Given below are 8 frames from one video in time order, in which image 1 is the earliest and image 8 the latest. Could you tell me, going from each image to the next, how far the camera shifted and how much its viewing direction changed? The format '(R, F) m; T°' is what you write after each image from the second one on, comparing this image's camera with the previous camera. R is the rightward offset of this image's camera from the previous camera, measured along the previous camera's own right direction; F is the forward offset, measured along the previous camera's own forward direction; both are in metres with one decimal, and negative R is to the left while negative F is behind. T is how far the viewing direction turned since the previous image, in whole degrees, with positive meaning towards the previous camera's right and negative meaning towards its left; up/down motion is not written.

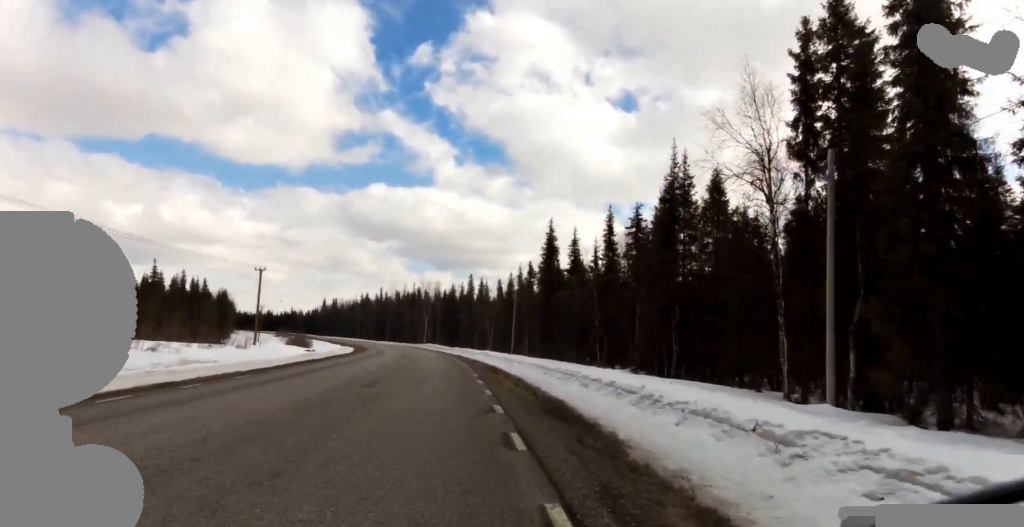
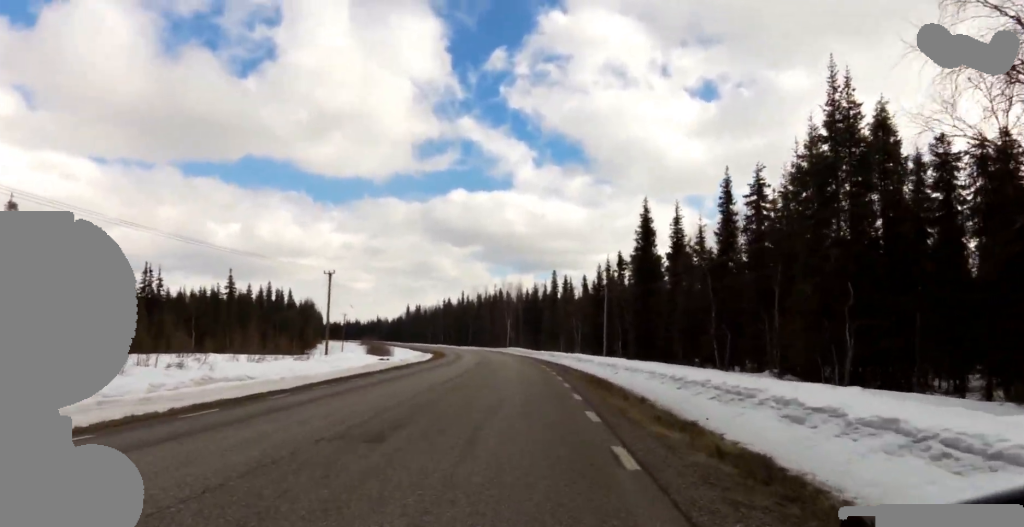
(-0.9, +6.8) m; 0°
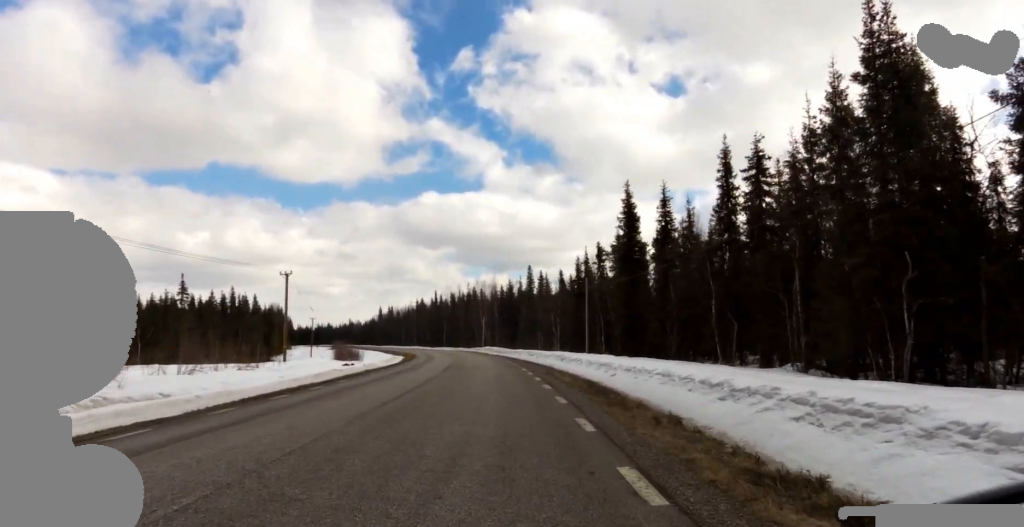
(+0.8, +4.3) m; -1°
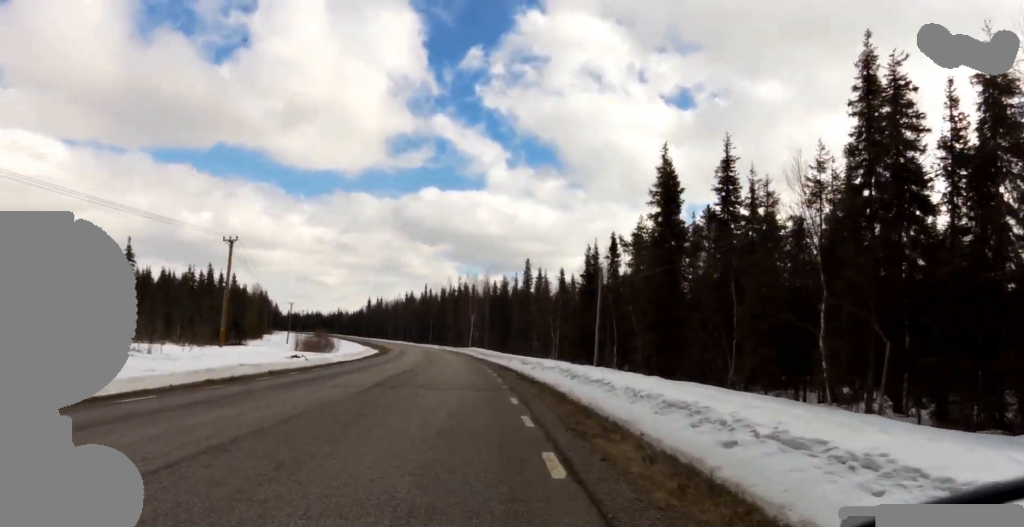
(-0.9, +11.2) m; 0°
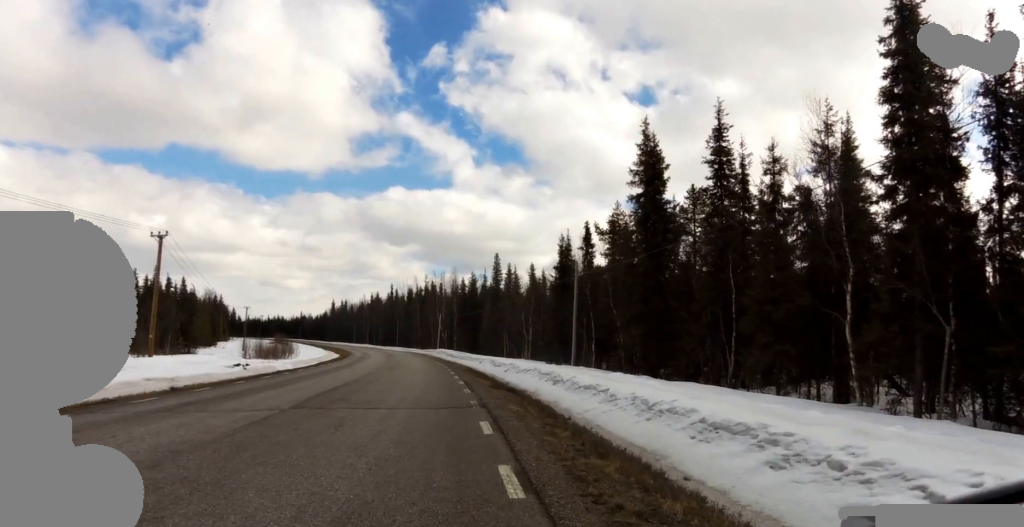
(+0.7, +3.7) m; +1°
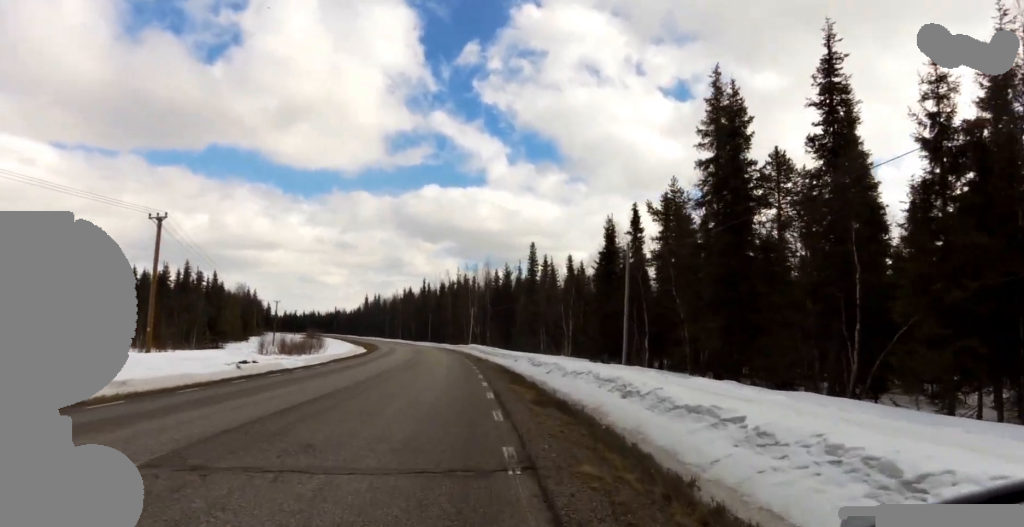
(0.0, +5.3) m; -4°
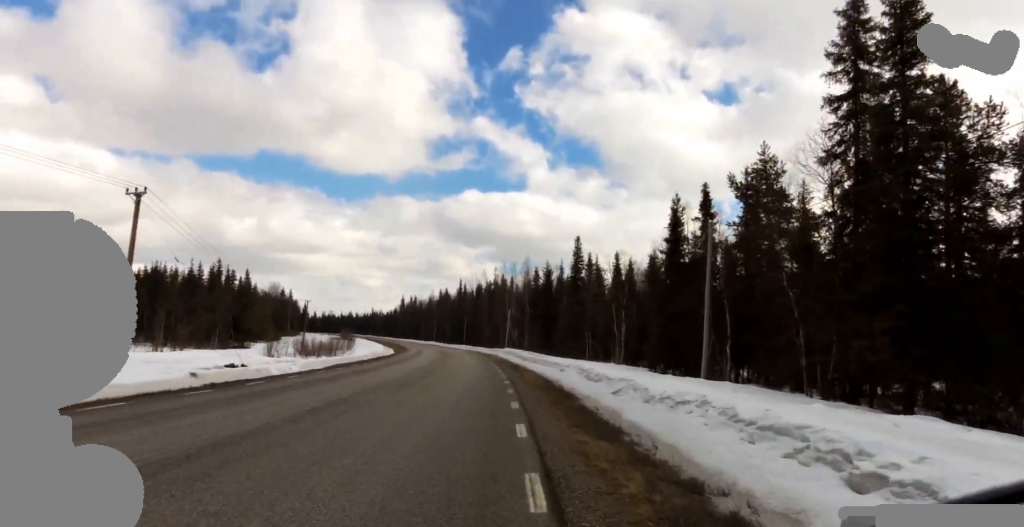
(-0.8, +6.8) m; -7°
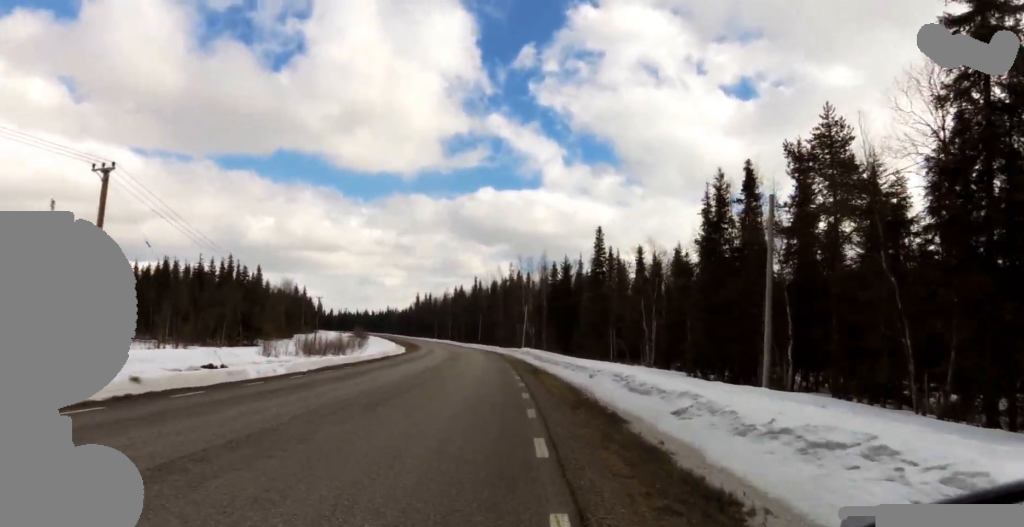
(0.0, +3.9) m; 0°
